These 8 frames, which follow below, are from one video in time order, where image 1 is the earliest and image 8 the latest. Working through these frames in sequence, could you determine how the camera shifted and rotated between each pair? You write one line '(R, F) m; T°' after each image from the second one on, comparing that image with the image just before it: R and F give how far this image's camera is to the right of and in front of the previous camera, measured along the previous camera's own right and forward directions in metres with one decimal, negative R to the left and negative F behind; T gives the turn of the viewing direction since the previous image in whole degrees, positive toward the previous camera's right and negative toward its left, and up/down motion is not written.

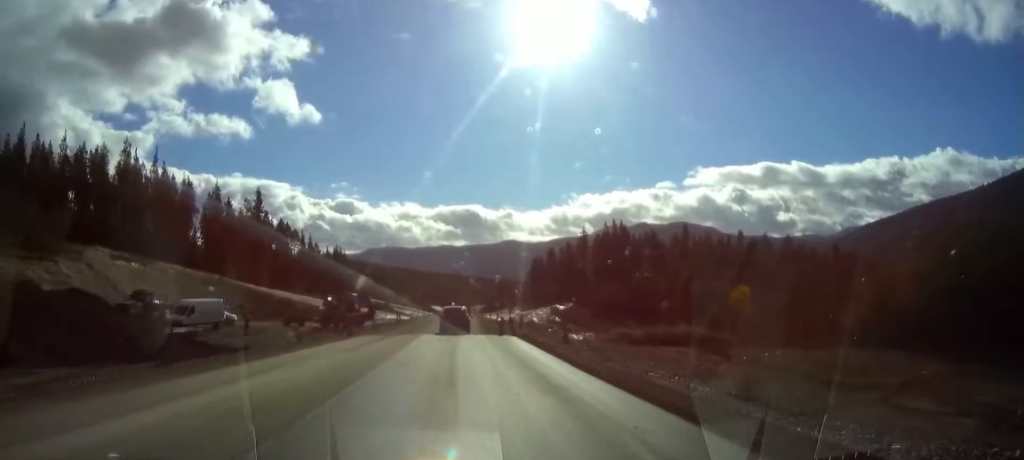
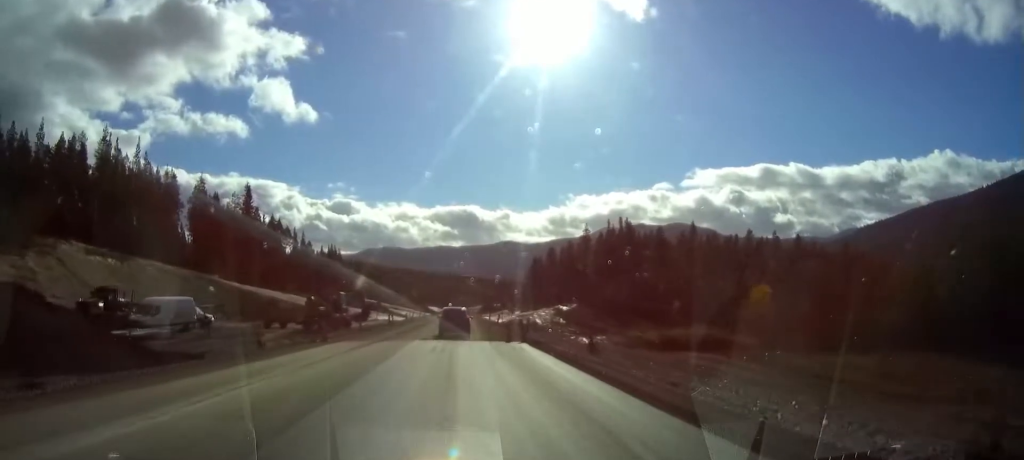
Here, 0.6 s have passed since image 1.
(0.0, +6.3) m; +1°
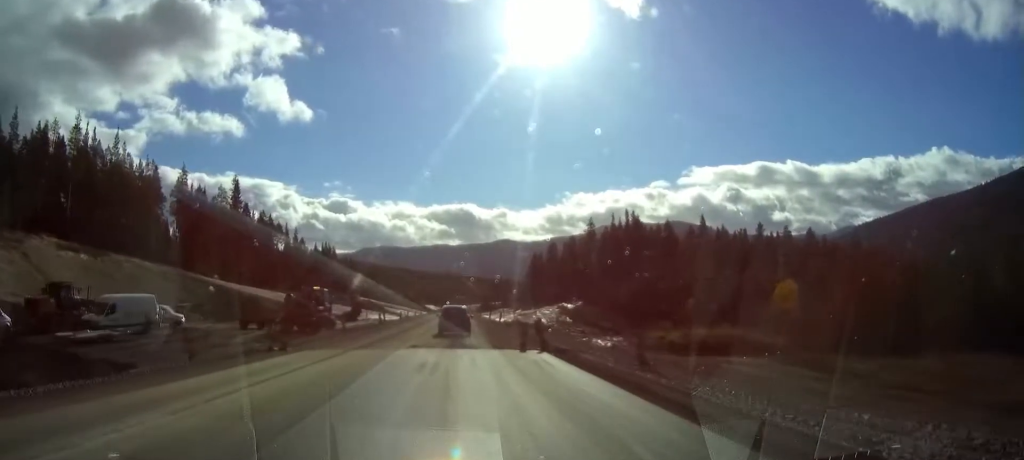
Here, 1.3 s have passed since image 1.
(+0.1, +6.6) m; +1°
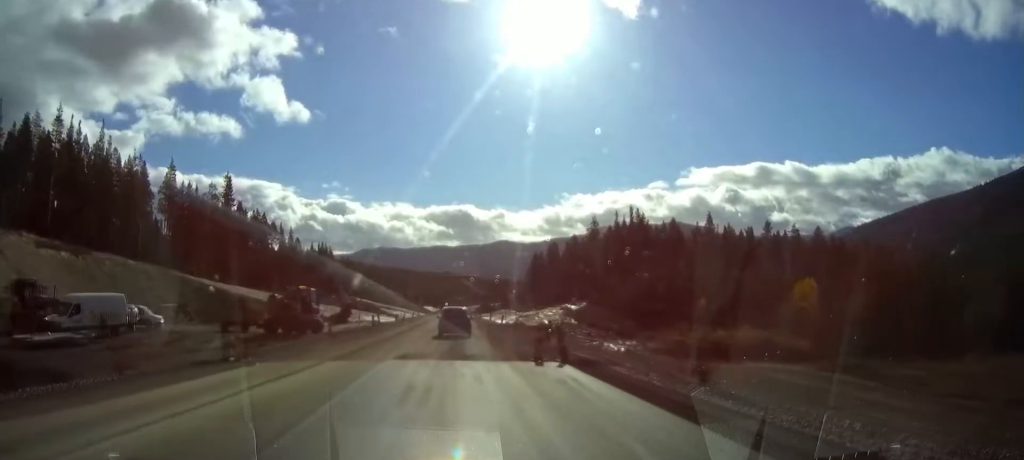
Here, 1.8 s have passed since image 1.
(0.0, +4.3) m; 0°
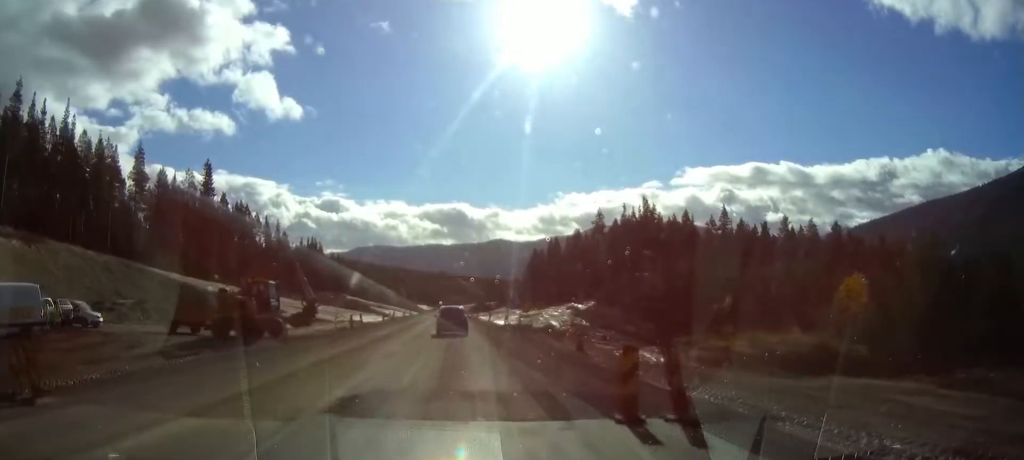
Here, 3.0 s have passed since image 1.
(0.0, +9.2) m; 0°
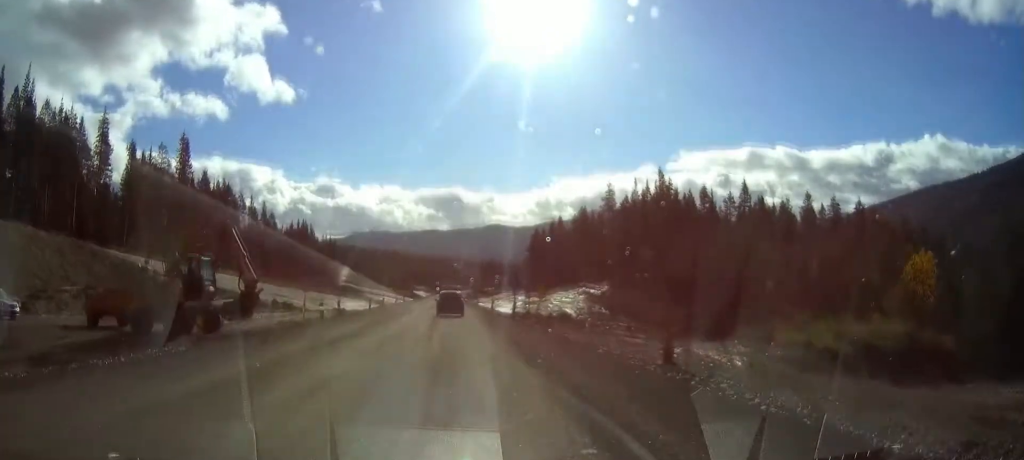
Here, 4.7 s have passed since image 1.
(-0.1, +10.4) m; 0°
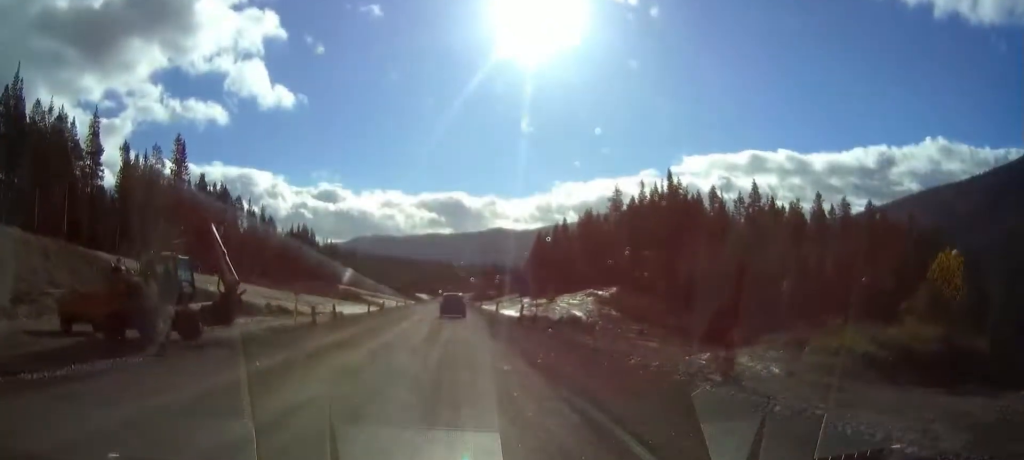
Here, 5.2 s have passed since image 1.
(0.0, +3.4) m; +1°
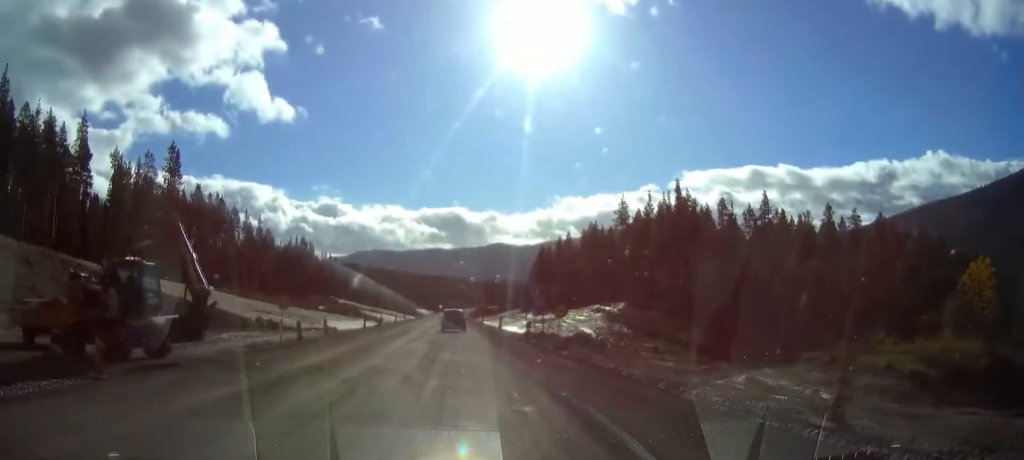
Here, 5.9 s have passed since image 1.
(0.0, +3.9) m; +1°
